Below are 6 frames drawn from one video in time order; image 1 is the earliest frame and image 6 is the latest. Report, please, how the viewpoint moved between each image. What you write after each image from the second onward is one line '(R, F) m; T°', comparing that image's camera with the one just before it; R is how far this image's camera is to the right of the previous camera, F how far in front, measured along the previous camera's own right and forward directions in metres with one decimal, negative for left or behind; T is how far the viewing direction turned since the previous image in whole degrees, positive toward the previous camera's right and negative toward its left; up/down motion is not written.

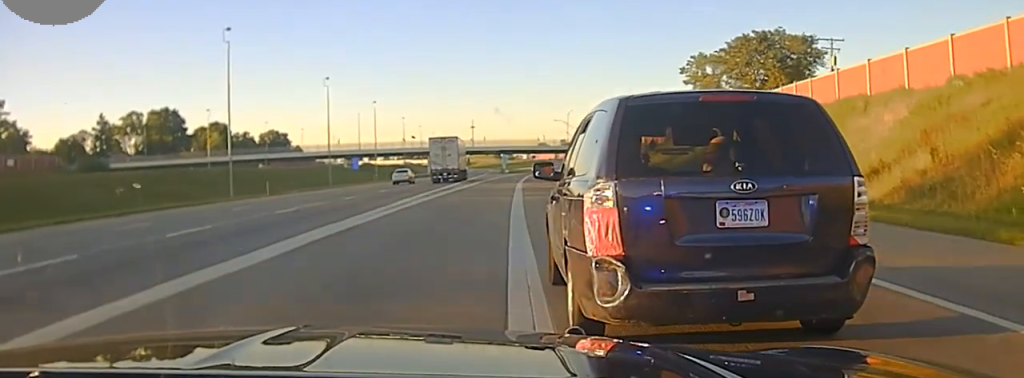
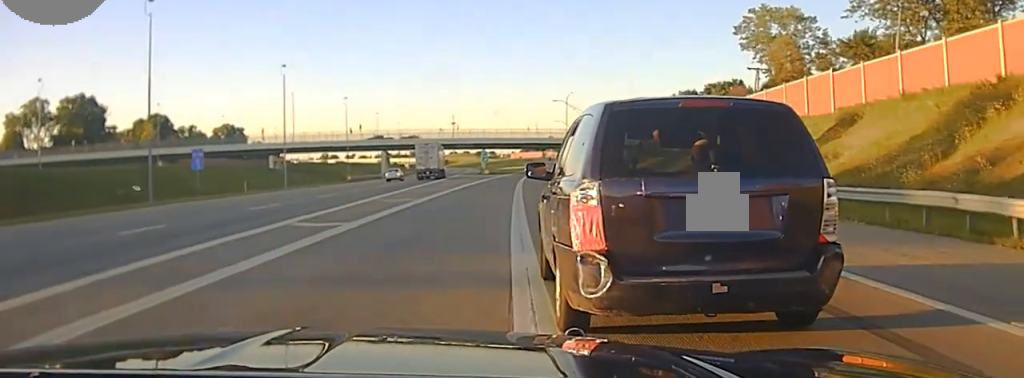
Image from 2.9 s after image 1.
(+1.4, +59.4) m; +1°
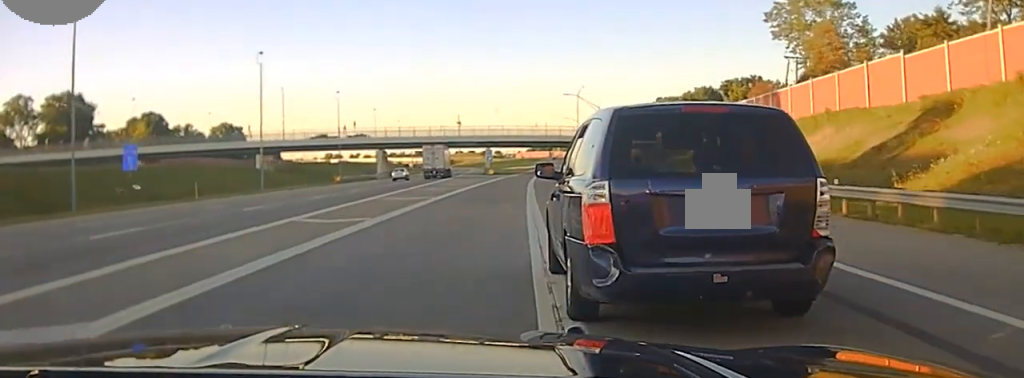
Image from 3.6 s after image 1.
(0.0, +13.4) m; 0°
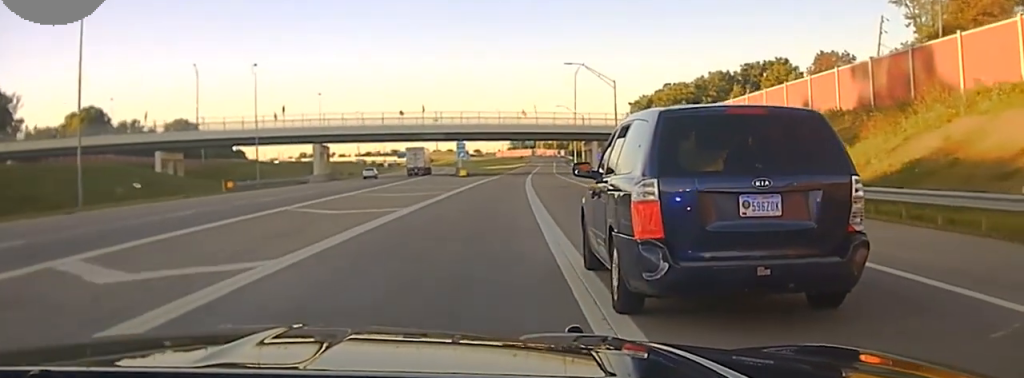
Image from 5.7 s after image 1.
(0.0, +39.4) m; 0°
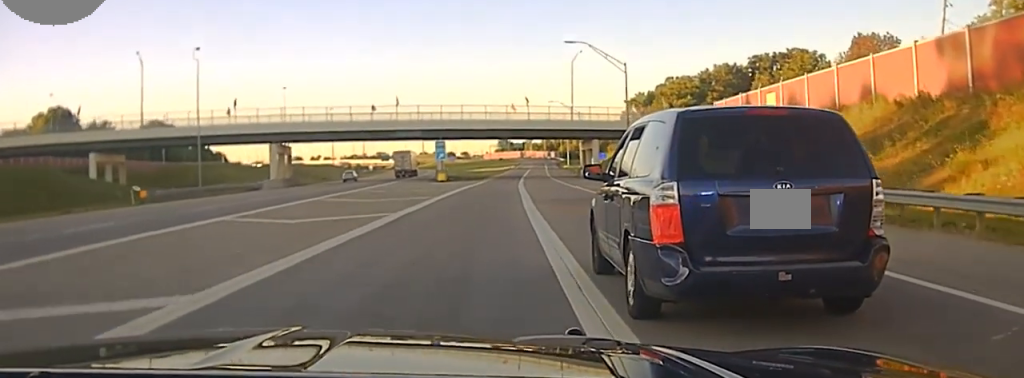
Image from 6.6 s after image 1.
(0.0, +17.4) m; 0°
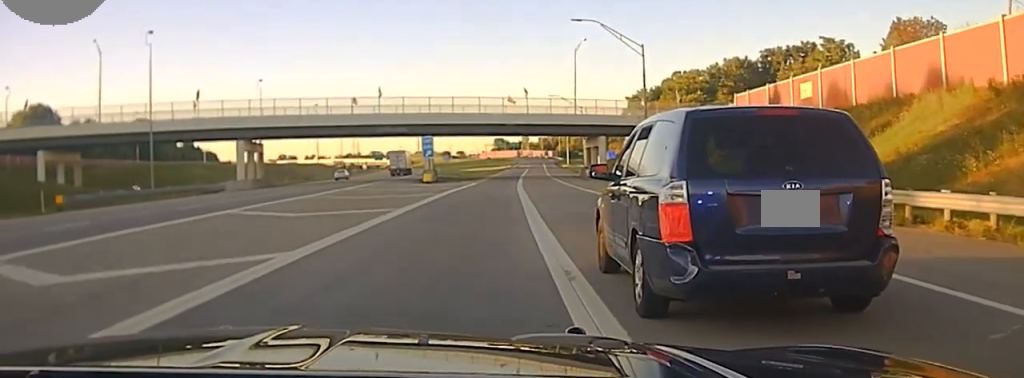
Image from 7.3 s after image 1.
(0.0, +12.3) m; 0°
